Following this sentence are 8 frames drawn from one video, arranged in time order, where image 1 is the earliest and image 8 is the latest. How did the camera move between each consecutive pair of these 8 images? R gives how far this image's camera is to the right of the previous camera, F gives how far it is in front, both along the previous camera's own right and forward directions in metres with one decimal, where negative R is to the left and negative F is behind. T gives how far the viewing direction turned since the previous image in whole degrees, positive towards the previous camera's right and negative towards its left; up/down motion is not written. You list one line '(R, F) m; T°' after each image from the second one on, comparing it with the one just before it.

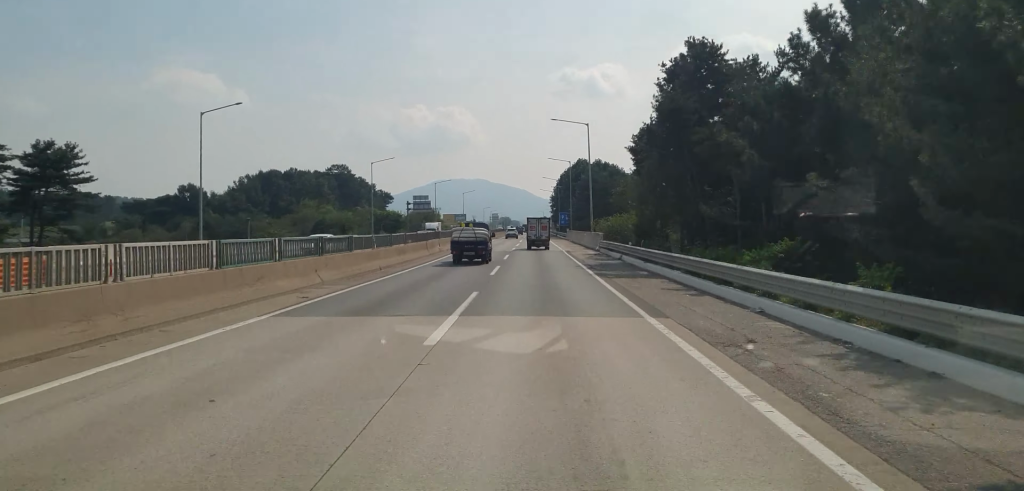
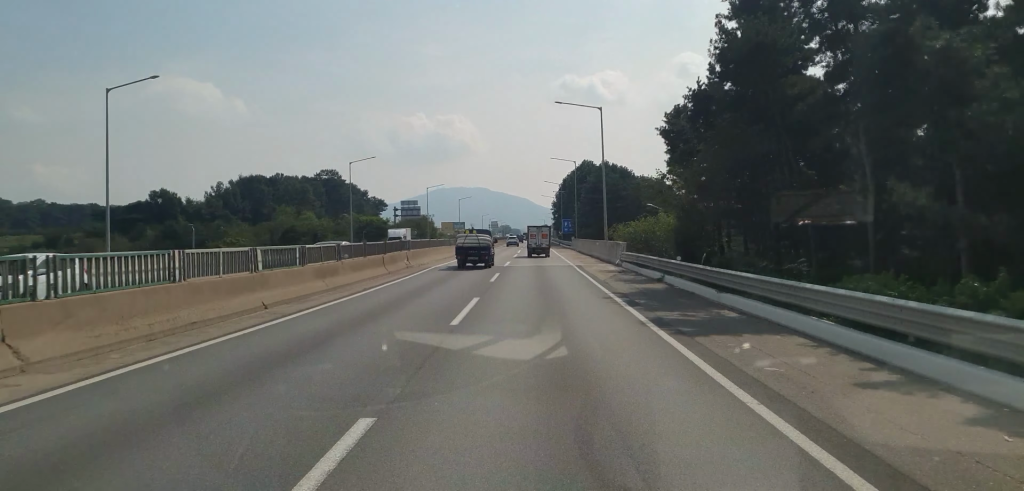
(0.0, +14.1) m; 0°
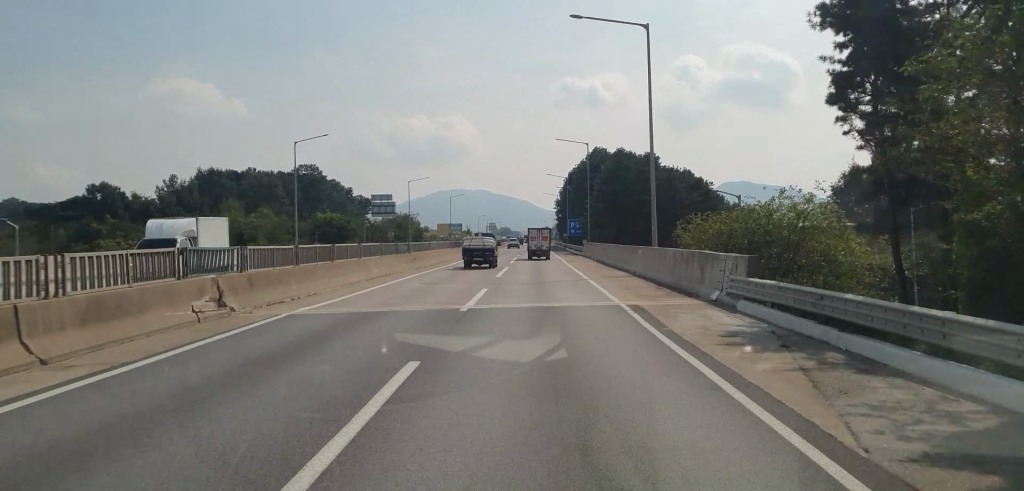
(0.0, +24.2) m; 0°
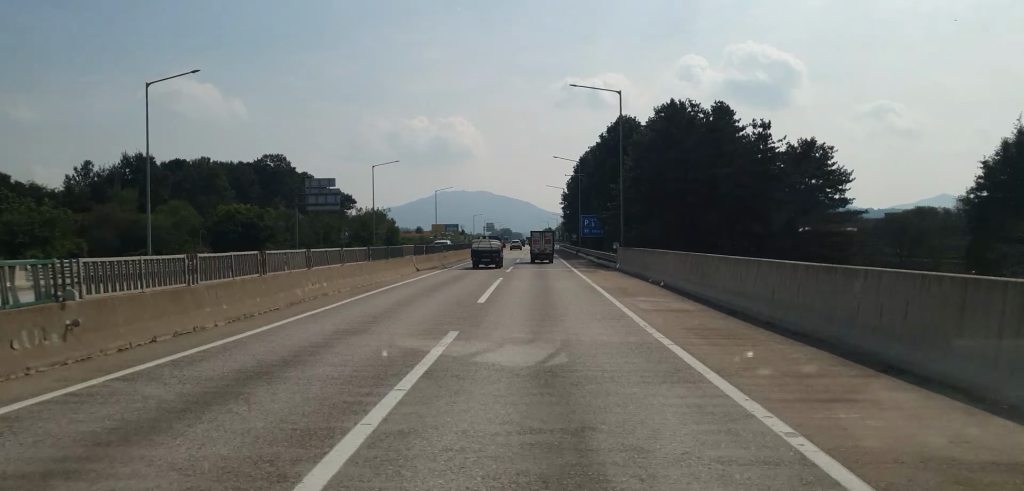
(-0.2, +31.1) m; +1°
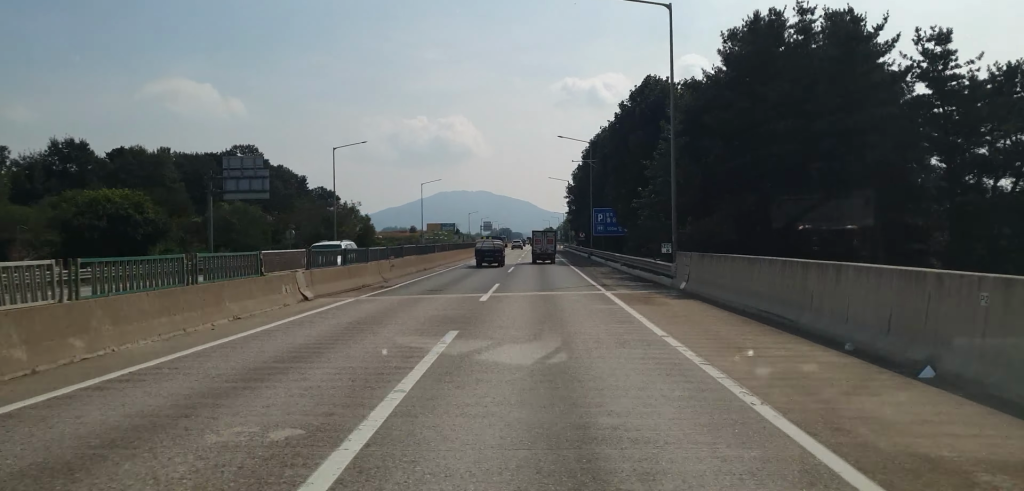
(+0.3, +20.3) m; 0°
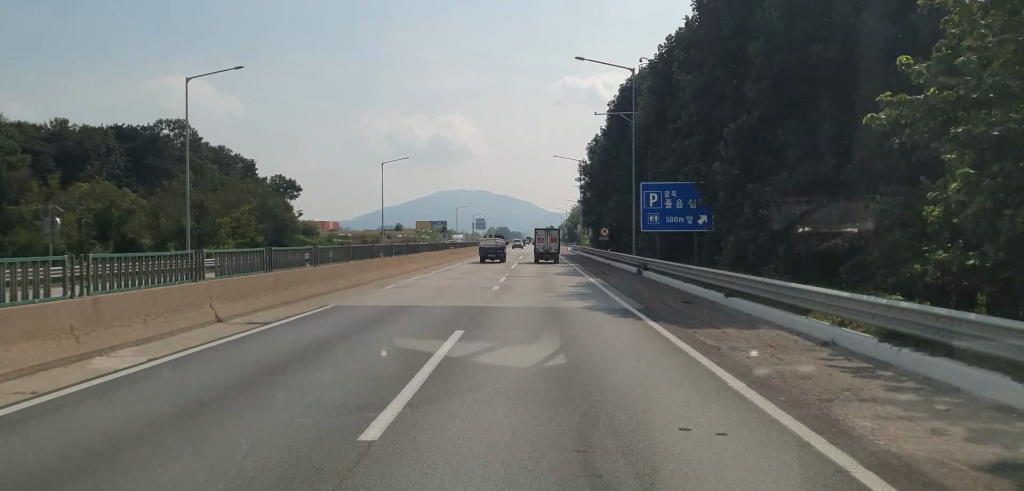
(-0.4, +35.7) m; -1°
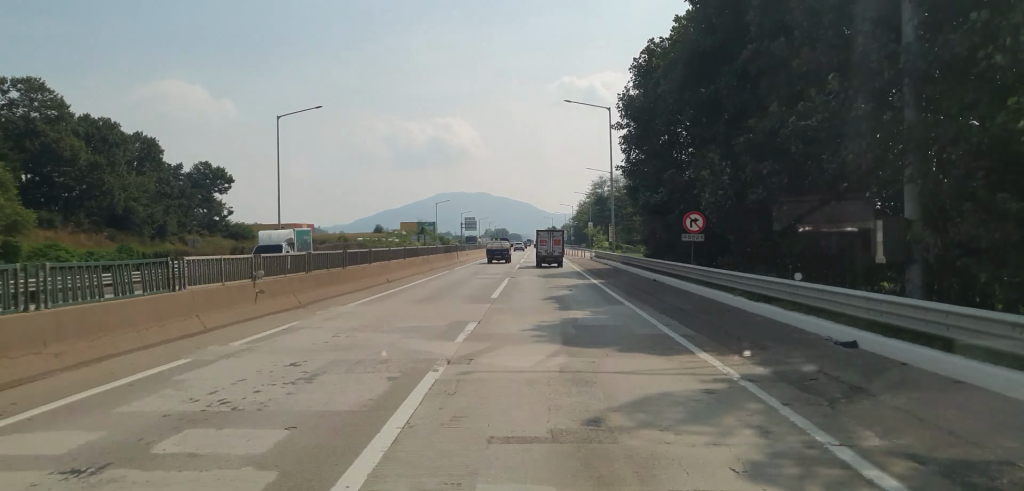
(-0.1, +41.5) m; -1°
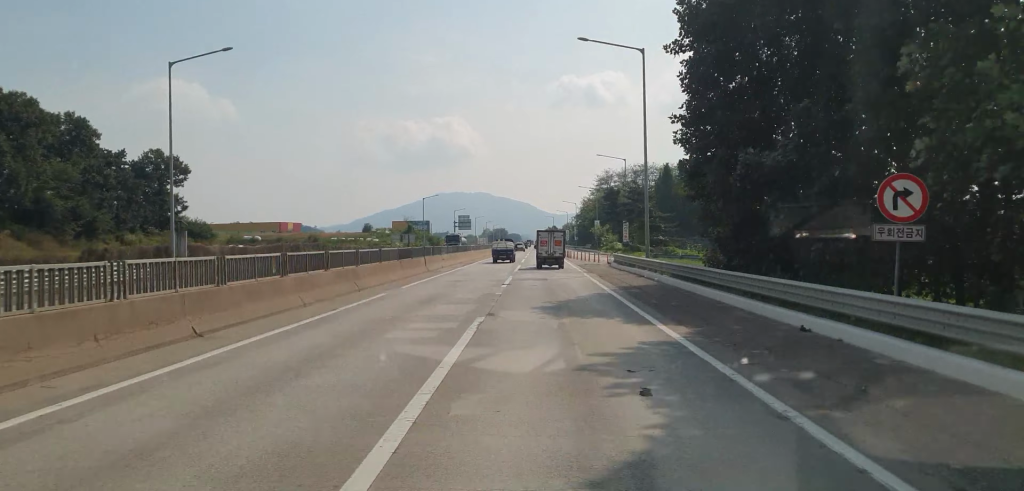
(-0.4, +18.5) m; 0°
